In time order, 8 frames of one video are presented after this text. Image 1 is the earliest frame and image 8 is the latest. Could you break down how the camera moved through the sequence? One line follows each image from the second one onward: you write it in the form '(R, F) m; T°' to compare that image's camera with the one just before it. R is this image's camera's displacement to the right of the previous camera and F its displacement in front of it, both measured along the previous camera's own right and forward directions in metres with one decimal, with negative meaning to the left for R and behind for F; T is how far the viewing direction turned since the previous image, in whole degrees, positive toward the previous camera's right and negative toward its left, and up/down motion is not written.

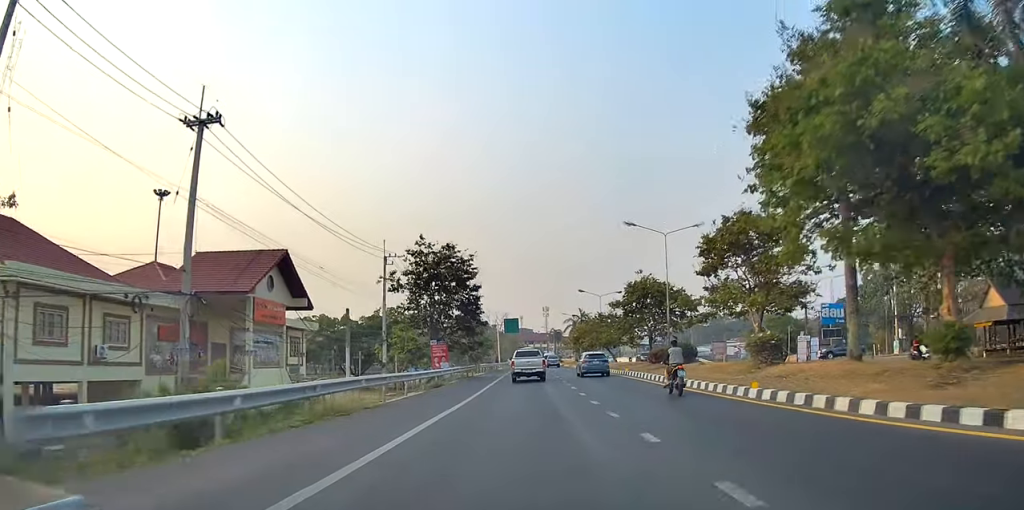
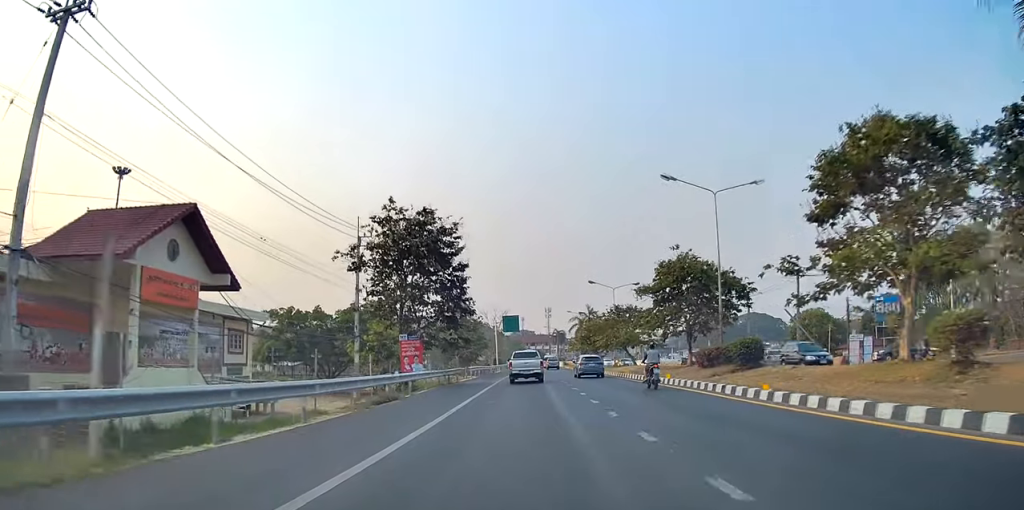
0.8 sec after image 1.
(0.0, +11.5) m; +2°
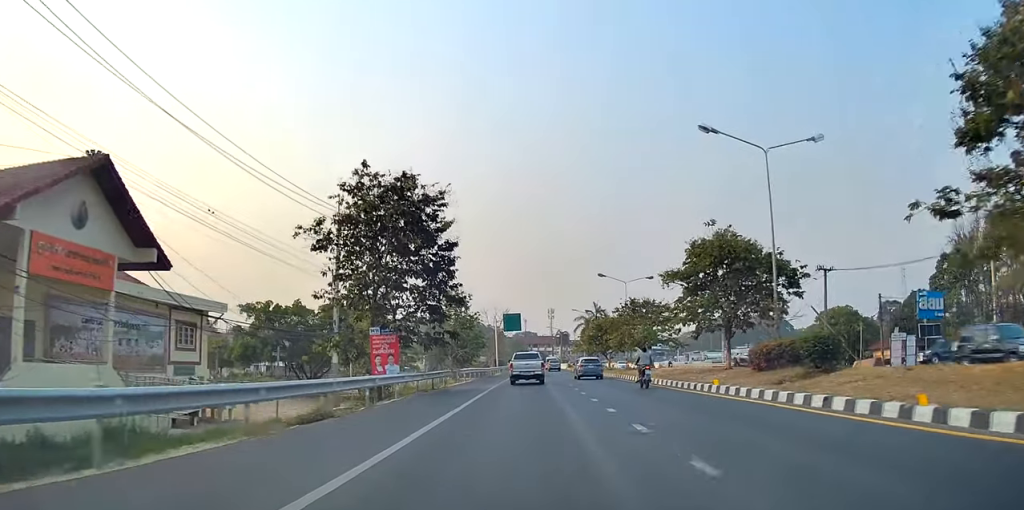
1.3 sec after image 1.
(-0.2, +7.2) m; +2°
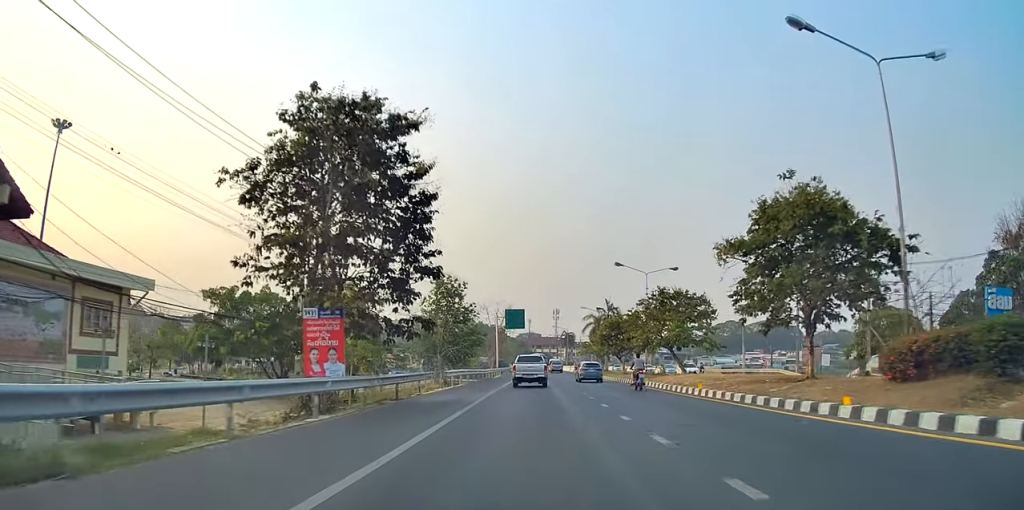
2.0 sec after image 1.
(+0.5, +8.6) m; 0°
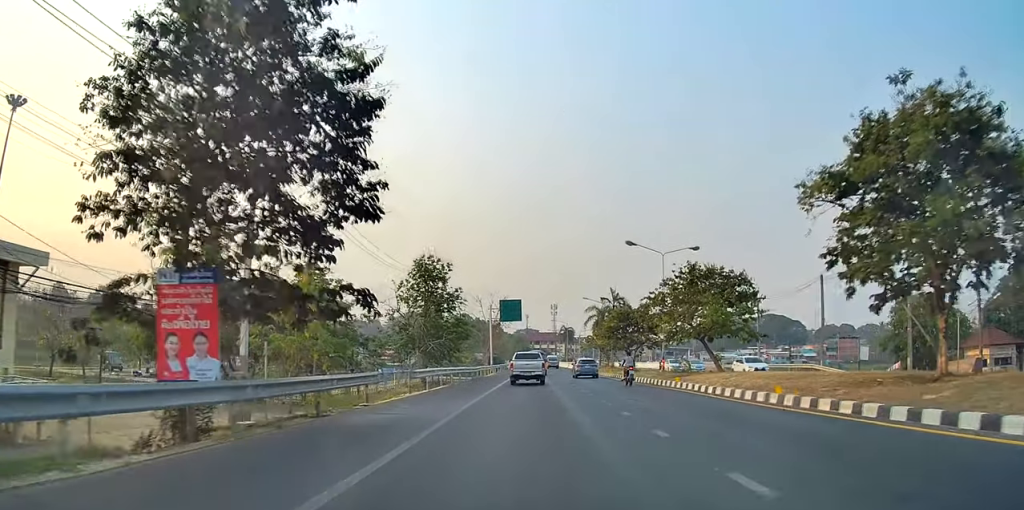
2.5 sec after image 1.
(+0.2, +7.9) m; -1°
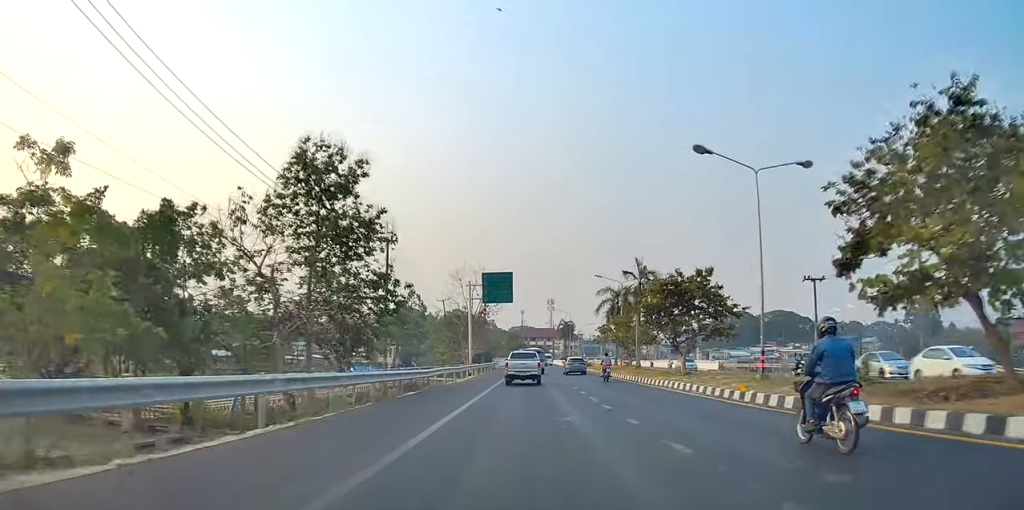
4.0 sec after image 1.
(-1.1, +21.3) m; -1°
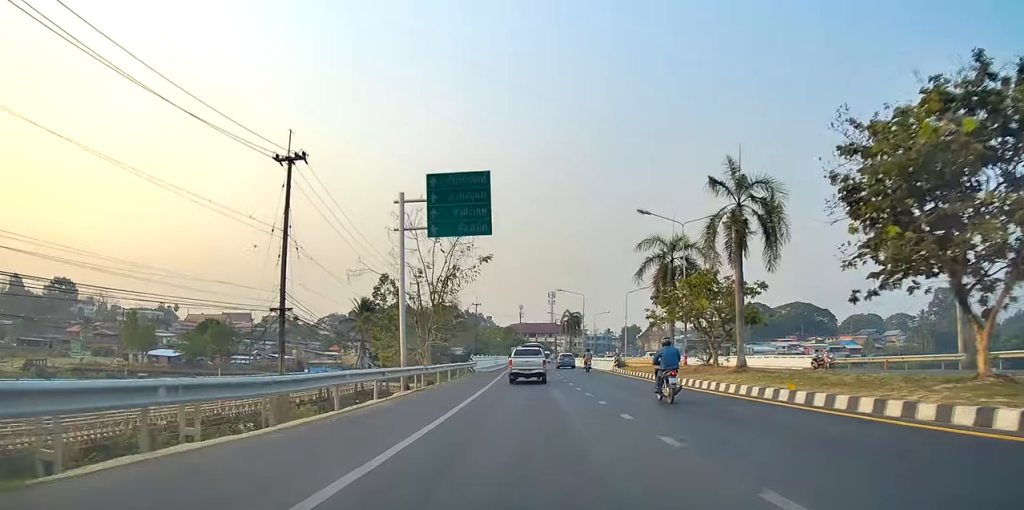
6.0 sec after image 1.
(+0.6, +27.3) m; -1°
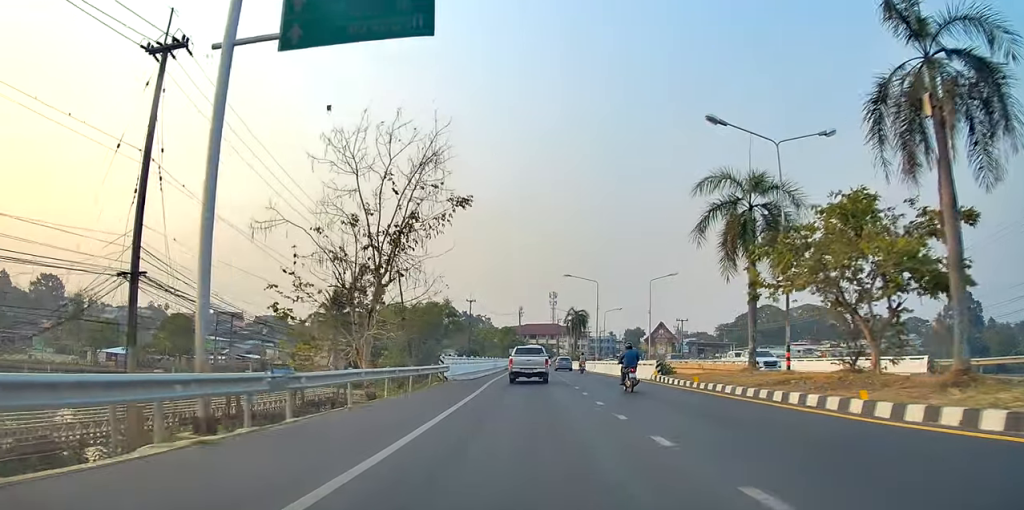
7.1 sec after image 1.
(-0.4, +15.9) m; -2°
